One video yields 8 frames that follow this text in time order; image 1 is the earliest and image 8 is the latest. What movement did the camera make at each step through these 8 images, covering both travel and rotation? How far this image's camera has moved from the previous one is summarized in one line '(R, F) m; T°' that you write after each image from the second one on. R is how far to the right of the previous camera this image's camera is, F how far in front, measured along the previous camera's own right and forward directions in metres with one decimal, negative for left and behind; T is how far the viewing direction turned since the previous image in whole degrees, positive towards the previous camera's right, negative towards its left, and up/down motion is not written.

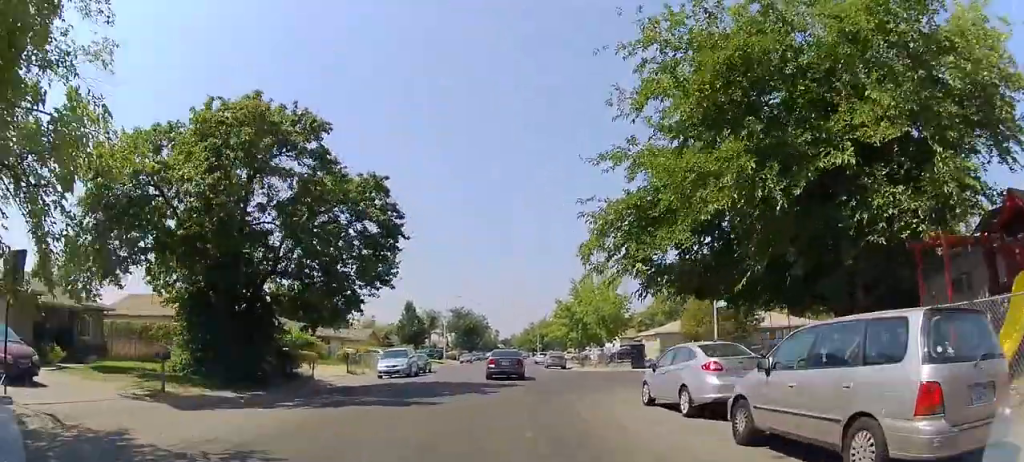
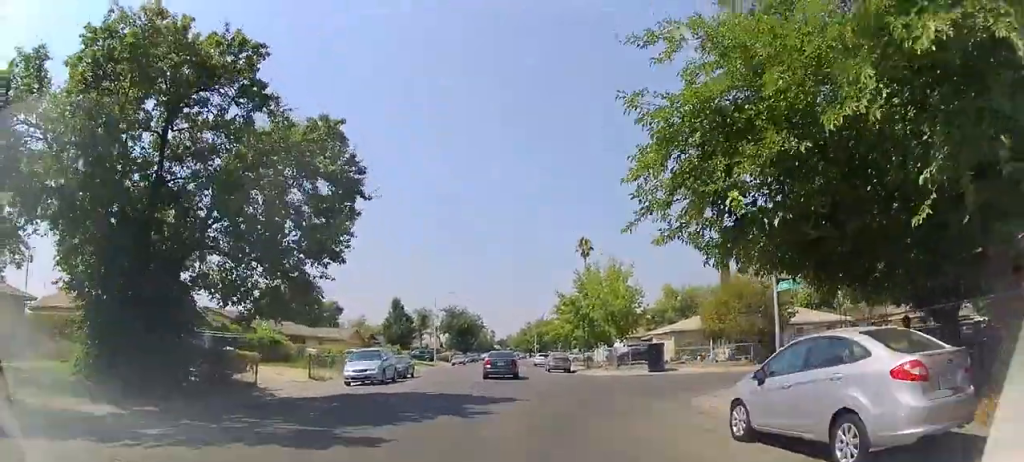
(+0.2, +5.3) m; +2°
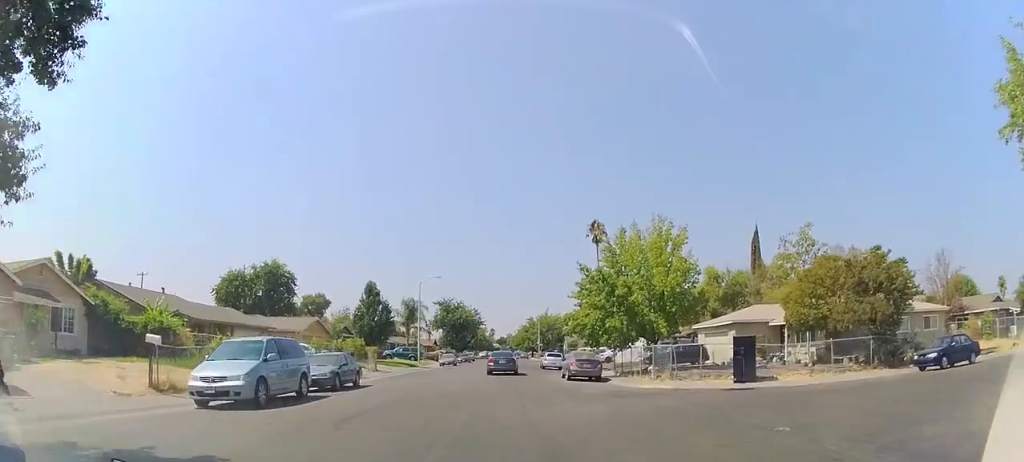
(0.0, +12.0) m; 0°
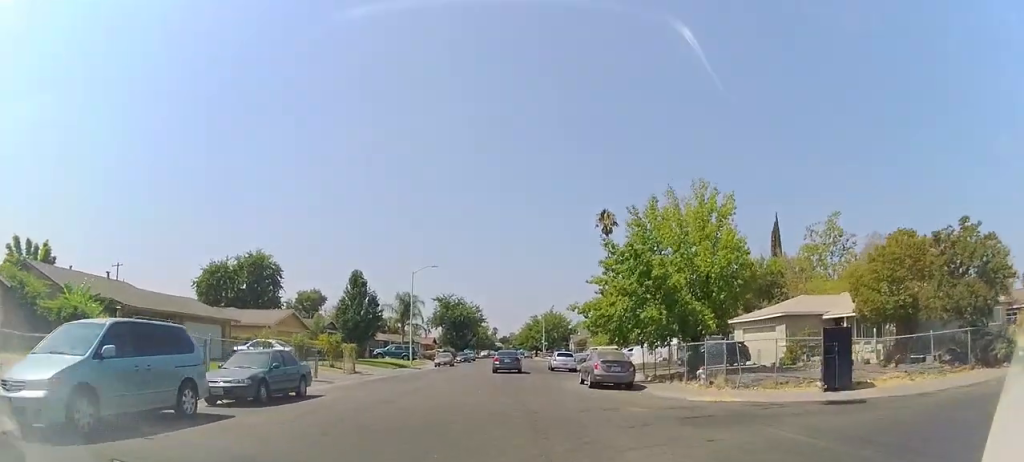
(0.0, +6.0) m; +1°
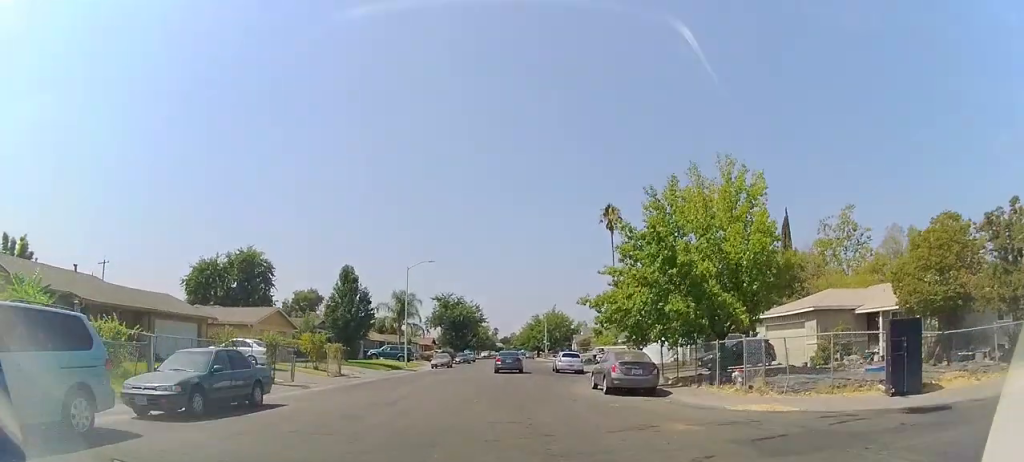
(+0.1, +3.0) m; -1°
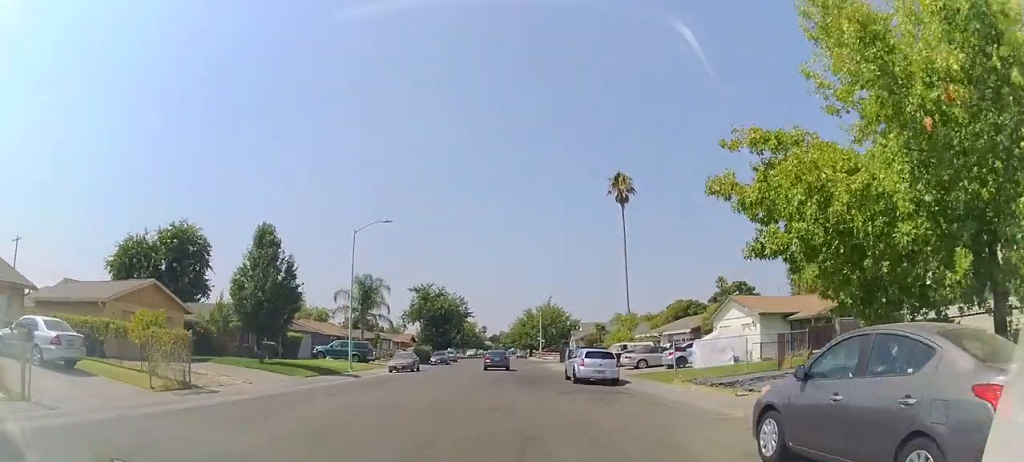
(-0.2, +14.0) m; 0°
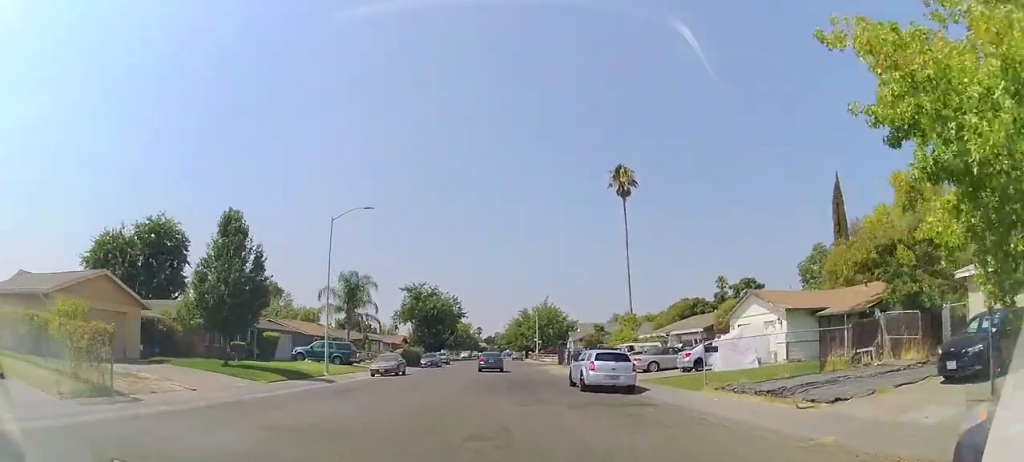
(+0.1, +3.5) m; +1°
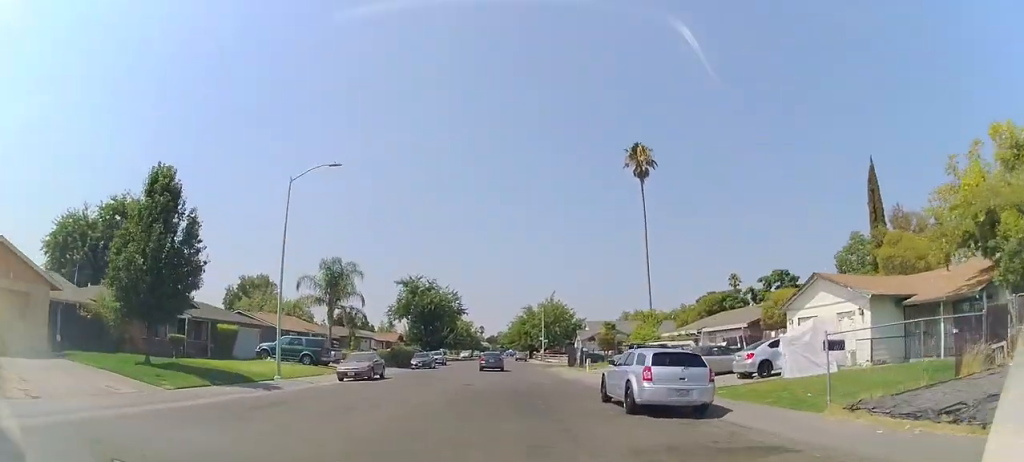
(-0.2, +6.7) m; -2°
